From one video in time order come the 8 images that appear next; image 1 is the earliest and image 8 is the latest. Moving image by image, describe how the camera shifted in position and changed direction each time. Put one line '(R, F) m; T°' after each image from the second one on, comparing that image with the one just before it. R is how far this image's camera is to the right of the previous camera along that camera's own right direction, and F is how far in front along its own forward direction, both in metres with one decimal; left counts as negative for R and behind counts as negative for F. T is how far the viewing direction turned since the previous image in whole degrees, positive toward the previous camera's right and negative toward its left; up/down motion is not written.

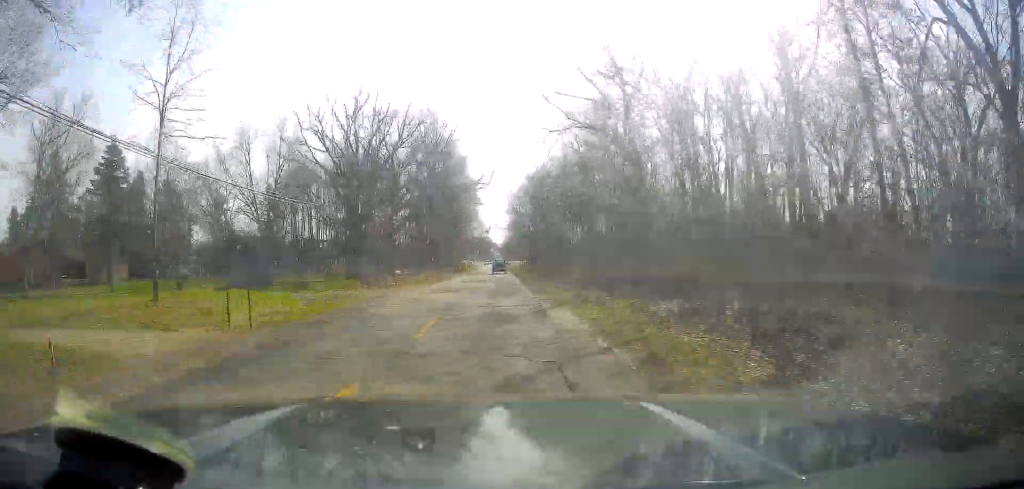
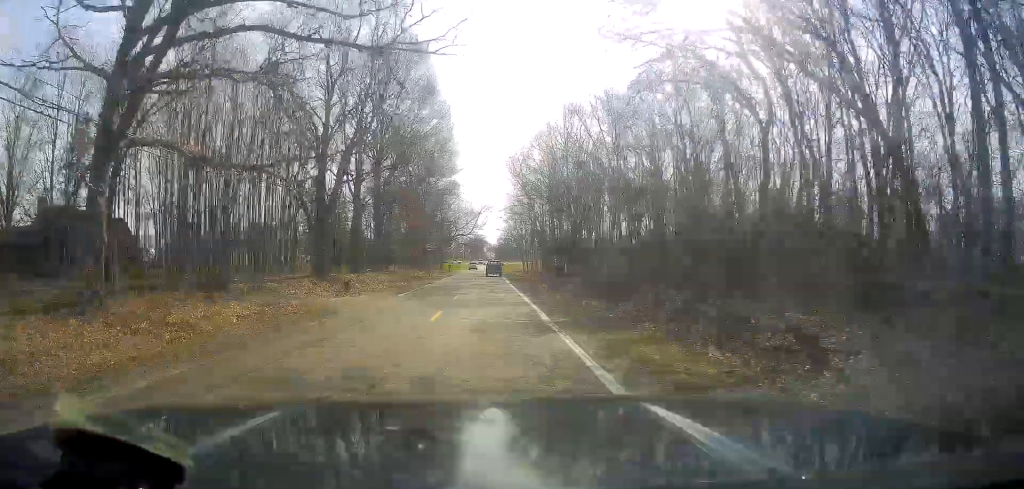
(0.0, +50.5) m; 0°
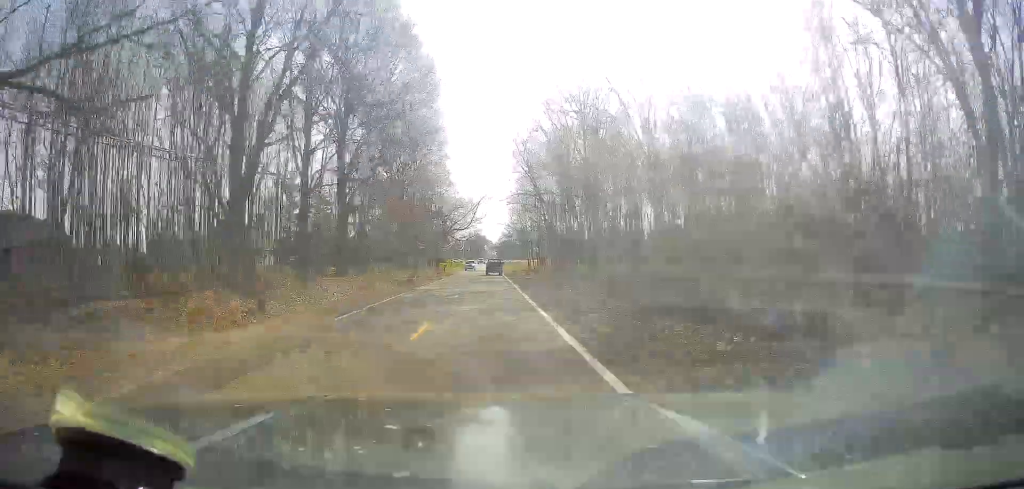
(+0.1, +14.5) m; 0°
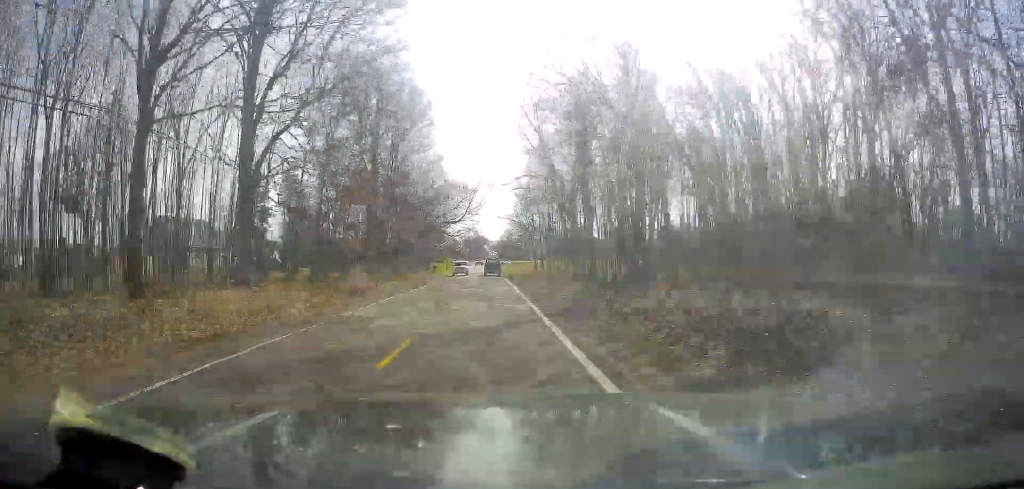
(+0.1, +18.6) m; 0°
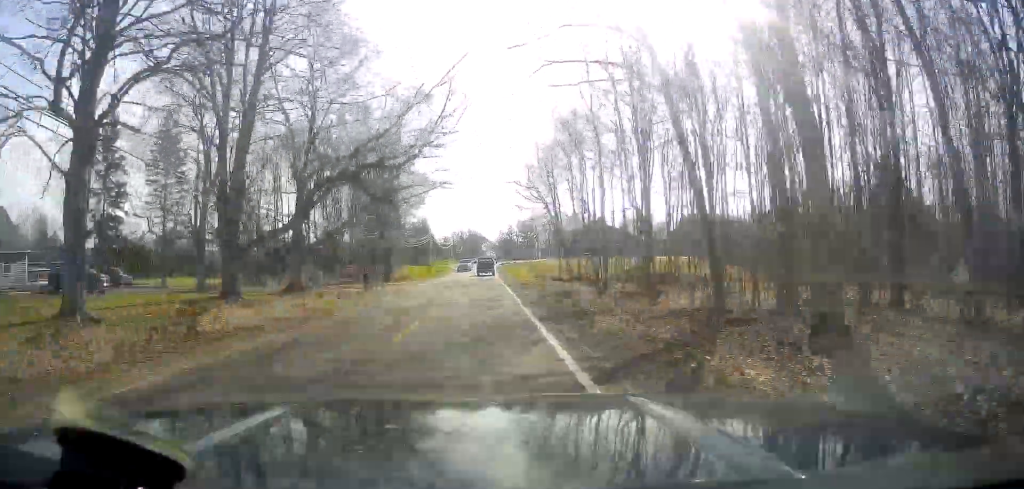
(0.0, +42.4) m; -1°
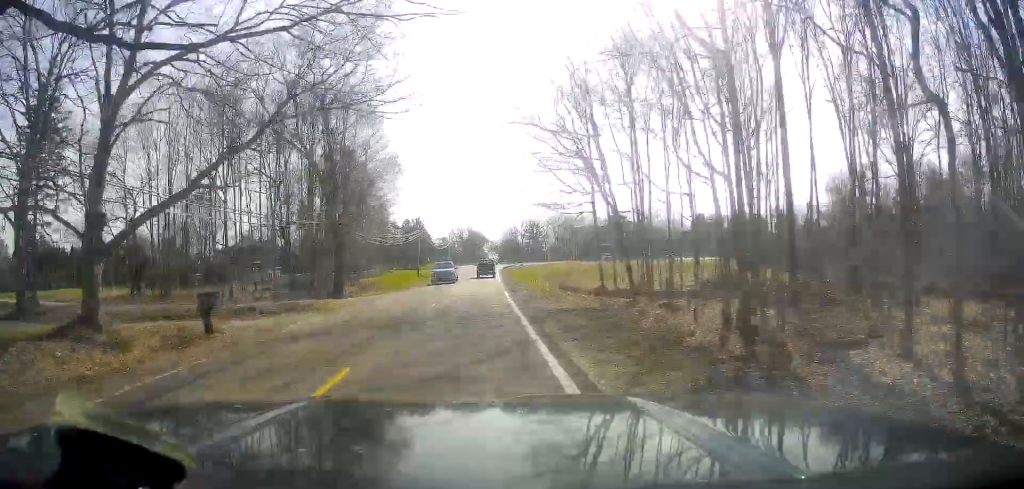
(-0.5, +22.5) m; -1°
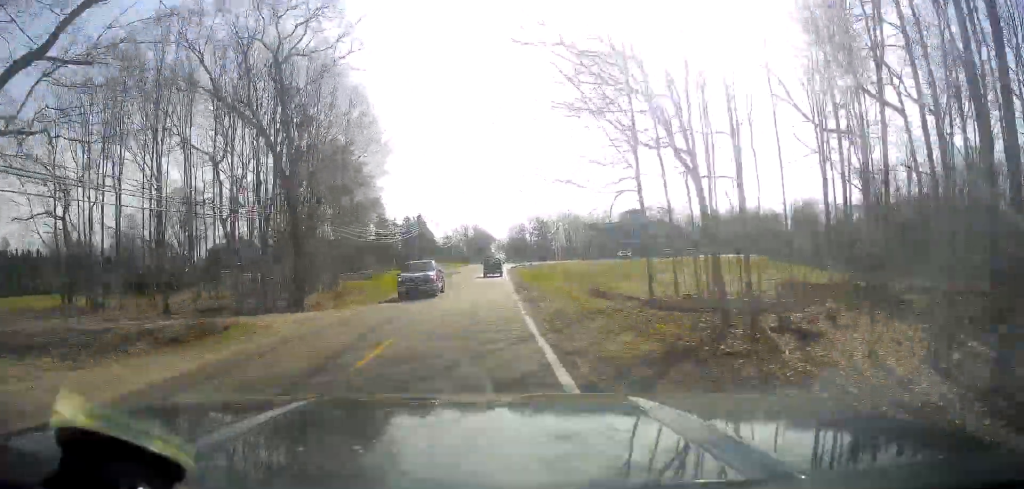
(0.0, +11.2) m; 0°
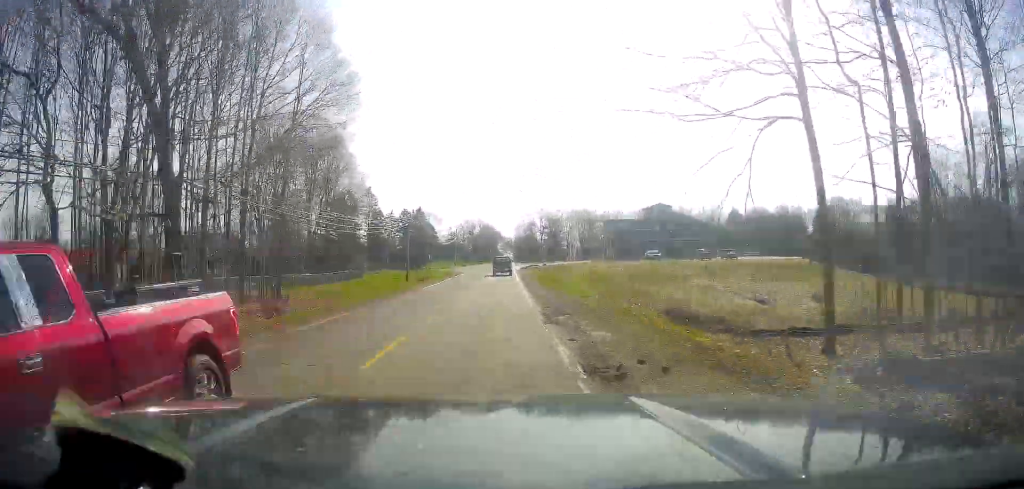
(0.0, +15.9) m; 0°
